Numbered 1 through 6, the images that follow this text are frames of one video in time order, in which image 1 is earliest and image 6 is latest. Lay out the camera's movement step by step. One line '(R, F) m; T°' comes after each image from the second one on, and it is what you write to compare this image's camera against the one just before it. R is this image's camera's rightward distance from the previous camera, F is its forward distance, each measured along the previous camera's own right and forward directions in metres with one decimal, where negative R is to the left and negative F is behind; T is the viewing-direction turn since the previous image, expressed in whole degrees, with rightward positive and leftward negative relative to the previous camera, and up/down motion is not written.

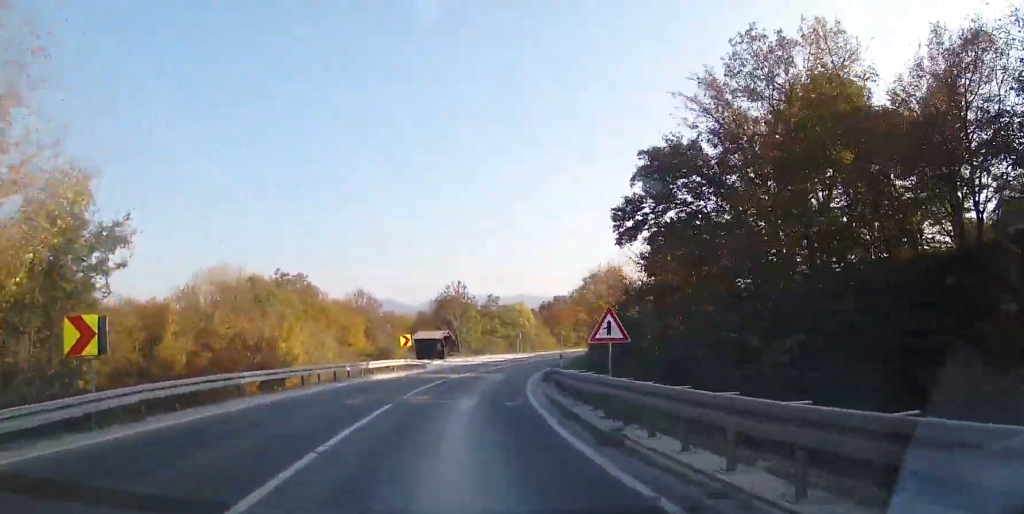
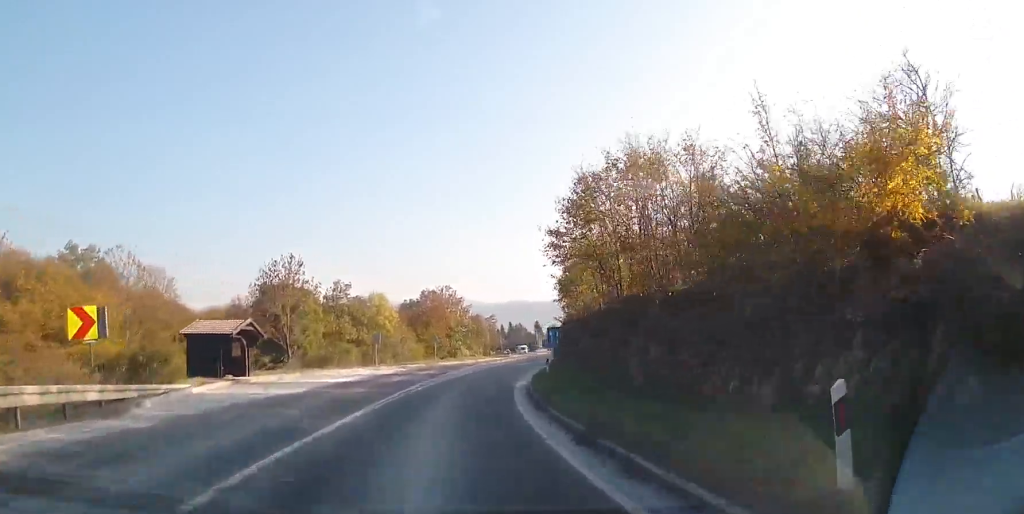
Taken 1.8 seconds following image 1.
(+3.7, +29.4) m; +15°
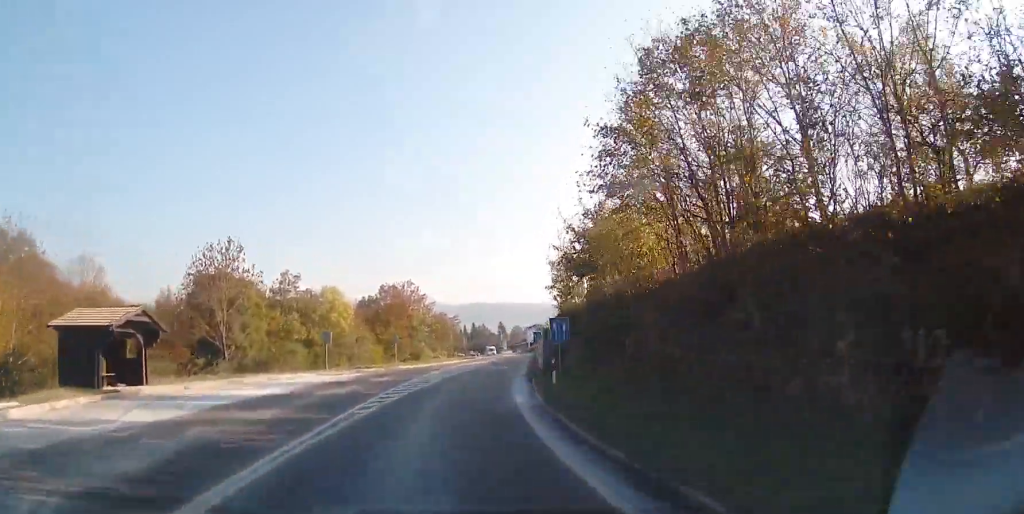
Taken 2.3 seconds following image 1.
(+0.7, +8.4) m; +3°
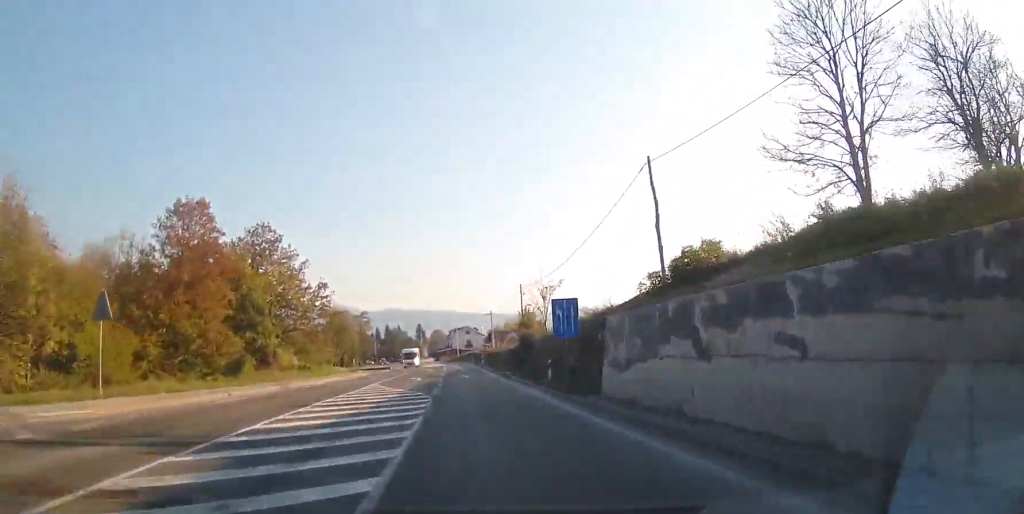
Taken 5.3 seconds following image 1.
(+4.3, +46.8) m; +8°
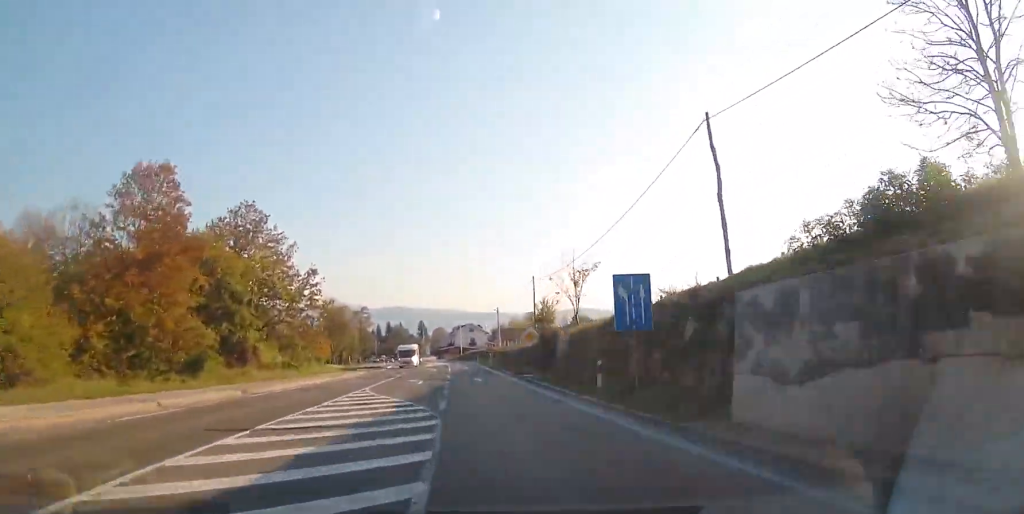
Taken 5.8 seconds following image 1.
(0.0, +6.5) m; 0°
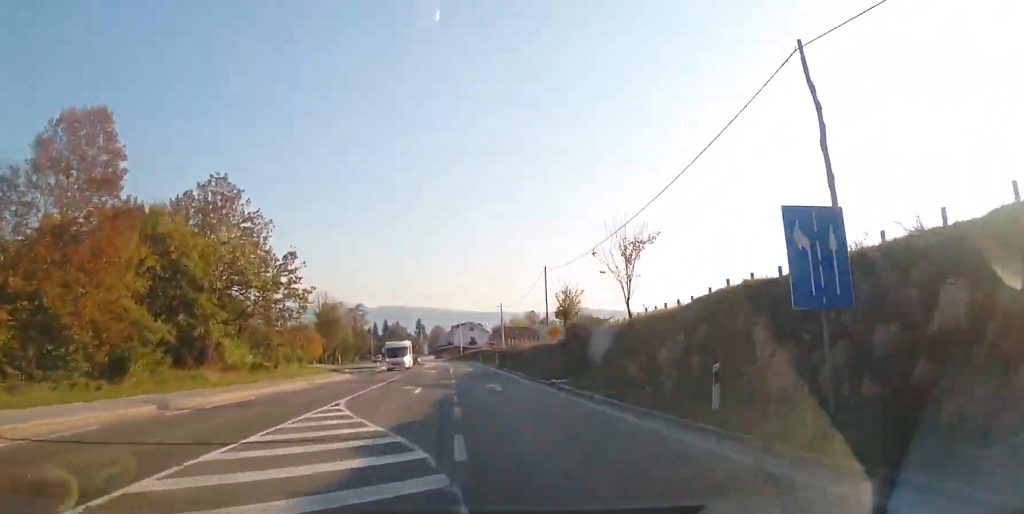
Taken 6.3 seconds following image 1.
(0.0, +7.3) m; 0°
